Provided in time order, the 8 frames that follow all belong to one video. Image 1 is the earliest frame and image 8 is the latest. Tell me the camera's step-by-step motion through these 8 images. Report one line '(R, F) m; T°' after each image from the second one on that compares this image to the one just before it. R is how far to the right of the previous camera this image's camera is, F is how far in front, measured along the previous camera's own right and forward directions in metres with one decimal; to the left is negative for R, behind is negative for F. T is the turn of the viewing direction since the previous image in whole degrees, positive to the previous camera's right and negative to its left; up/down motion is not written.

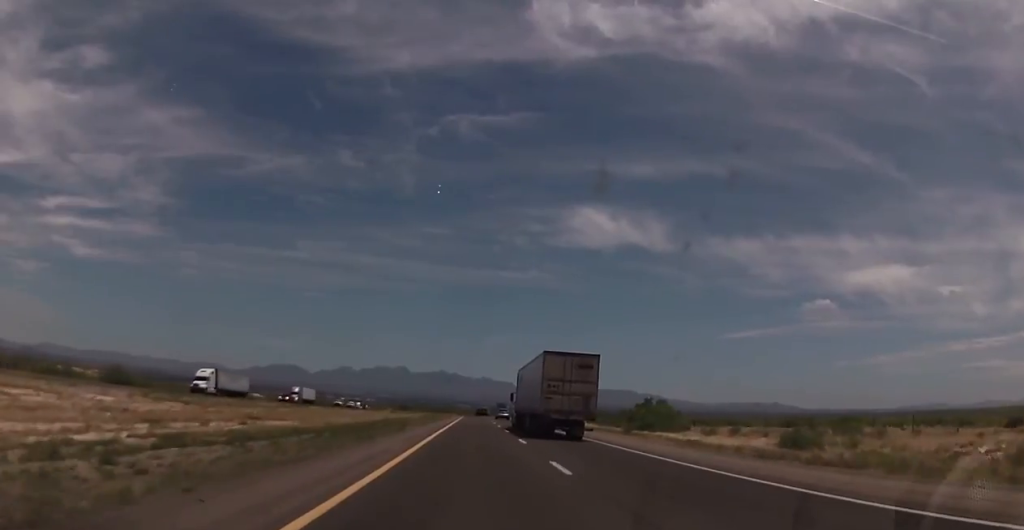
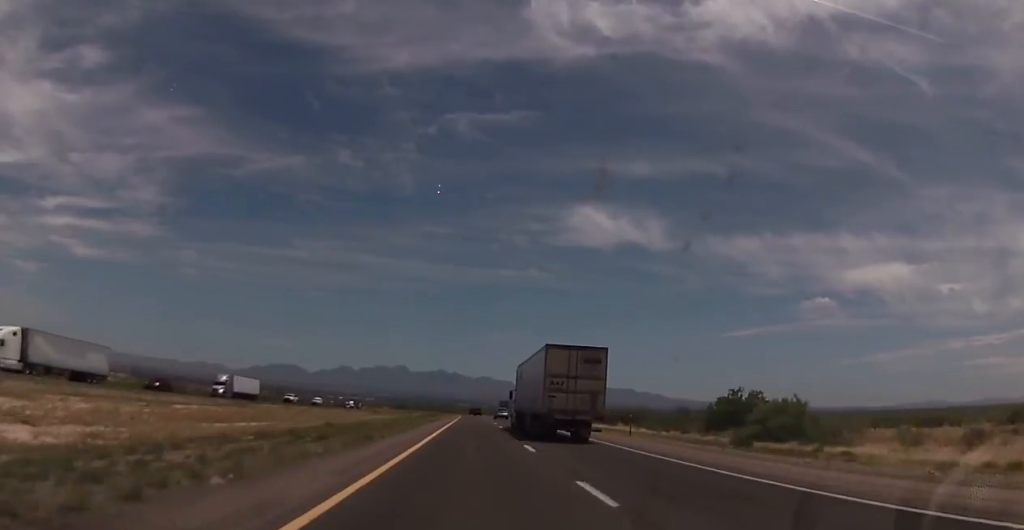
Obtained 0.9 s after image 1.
(+0.7, +29.1) m; 0°
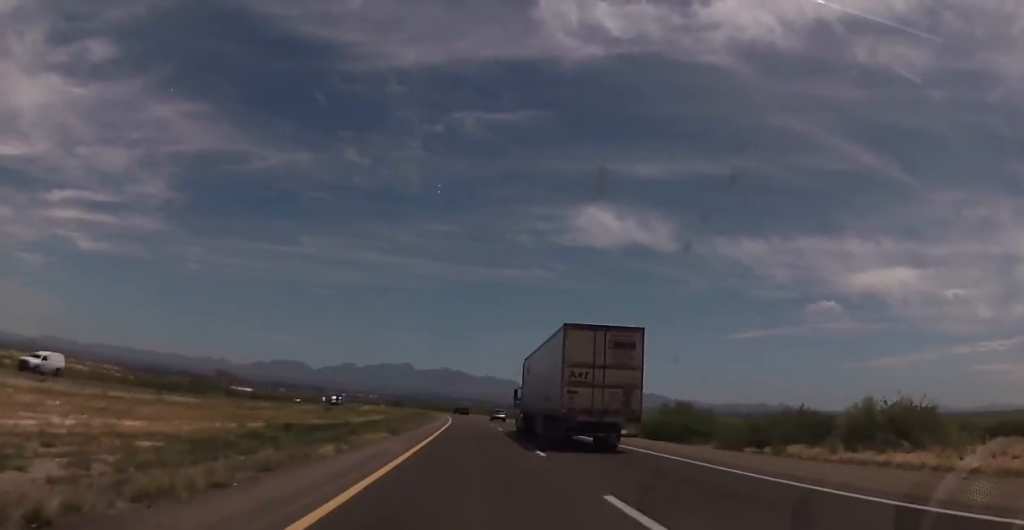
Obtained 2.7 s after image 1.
(-0.8, +62.6) m; 0°
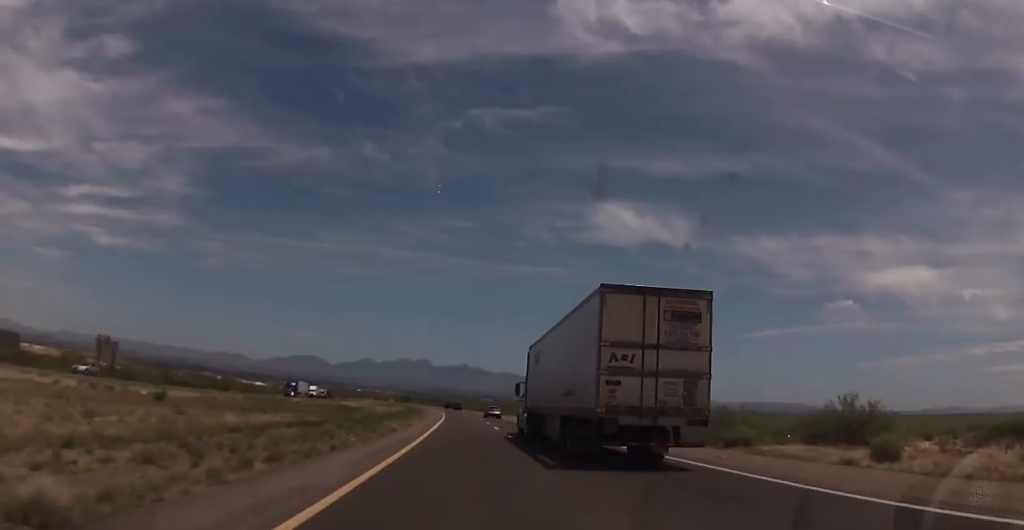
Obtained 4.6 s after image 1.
(-0.1, +64.0) m; -1°
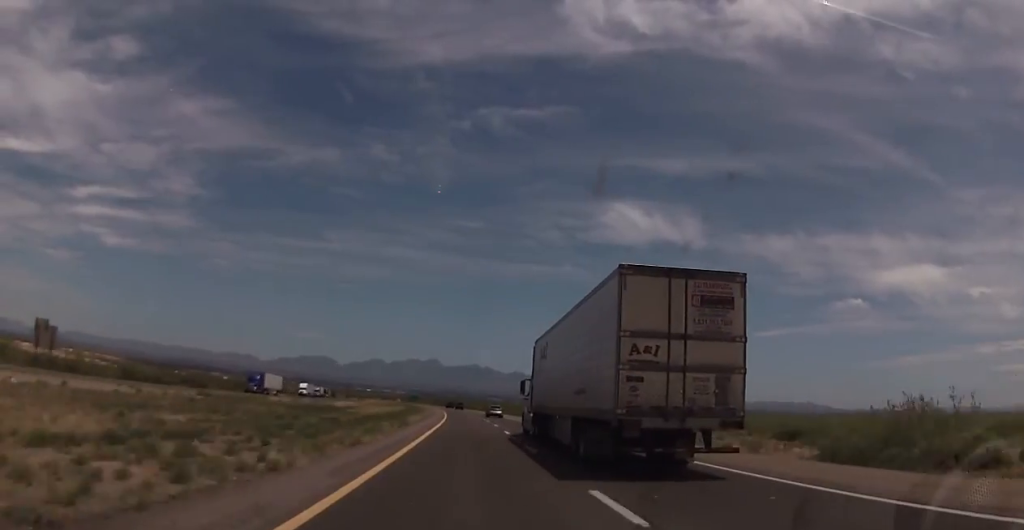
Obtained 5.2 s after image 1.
(-0.1, +20.3) m; -1°
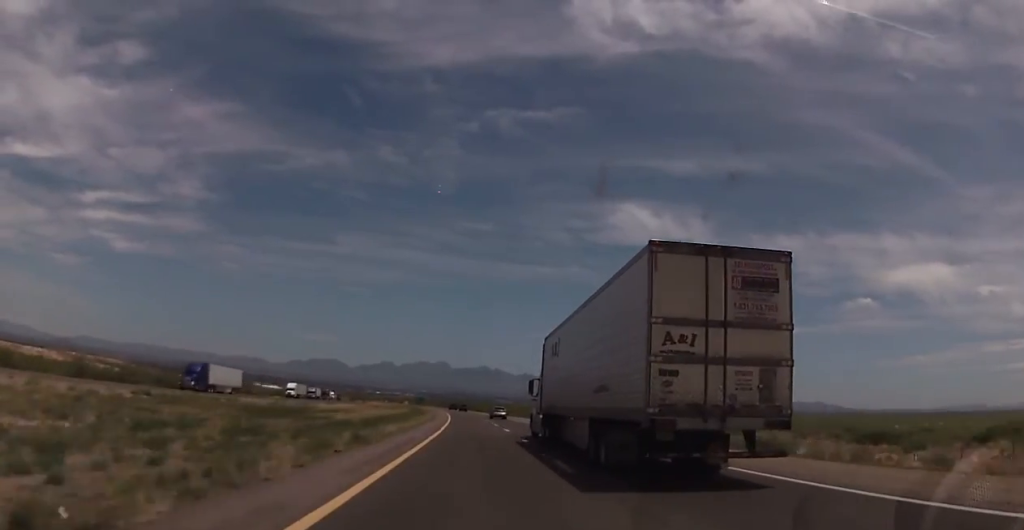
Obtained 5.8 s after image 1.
(0.0, +18.0) m; -1°
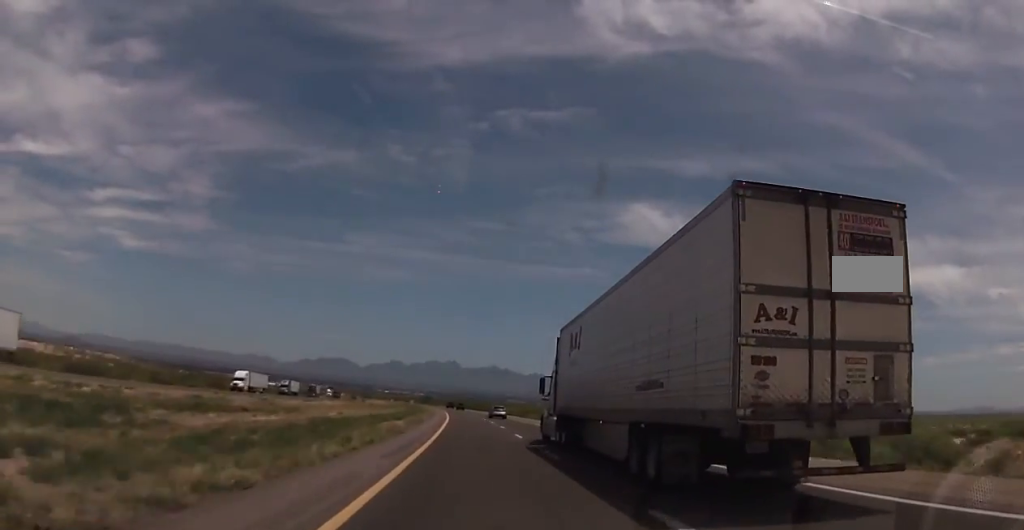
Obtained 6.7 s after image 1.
(-0.4, +32.7) m; -2°
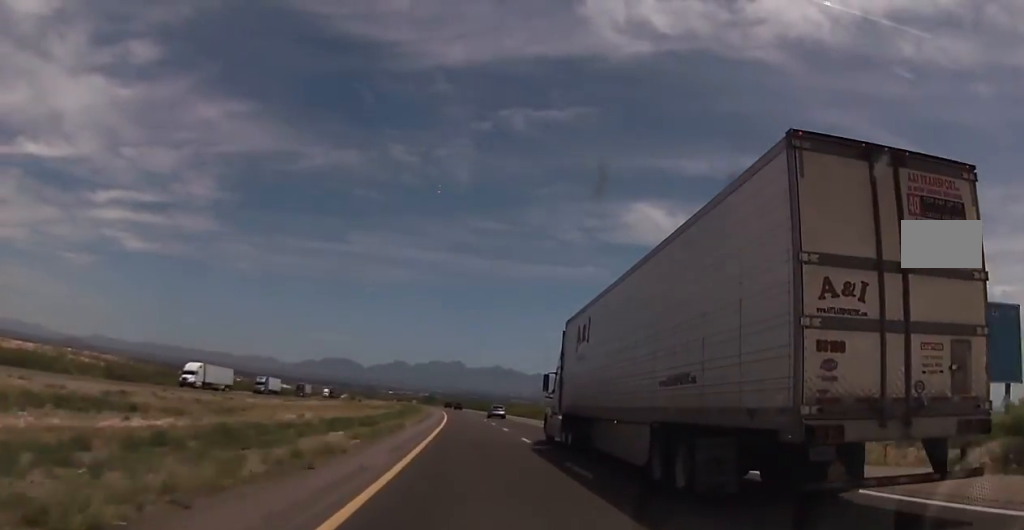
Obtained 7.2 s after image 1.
(-0.1, +16.9) m; -1°
